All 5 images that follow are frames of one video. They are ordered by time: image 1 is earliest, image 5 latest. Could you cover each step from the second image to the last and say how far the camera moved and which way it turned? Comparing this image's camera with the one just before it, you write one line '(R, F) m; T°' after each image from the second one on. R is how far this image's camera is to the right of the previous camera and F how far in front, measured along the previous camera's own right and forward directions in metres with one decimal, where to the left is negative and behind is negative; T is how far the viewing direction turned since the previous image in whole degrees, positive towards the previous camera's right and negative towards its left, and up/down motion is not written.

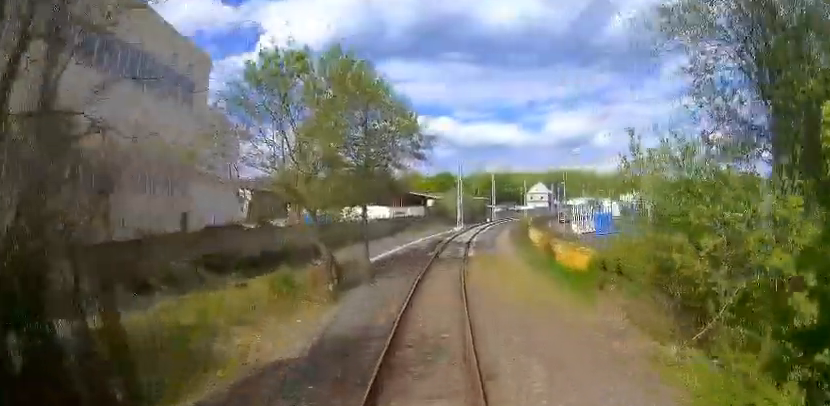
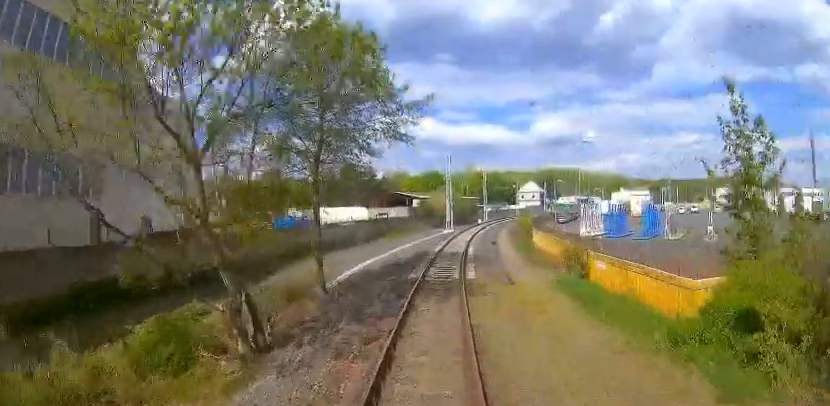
(+0.2, +7.6) m; +2°
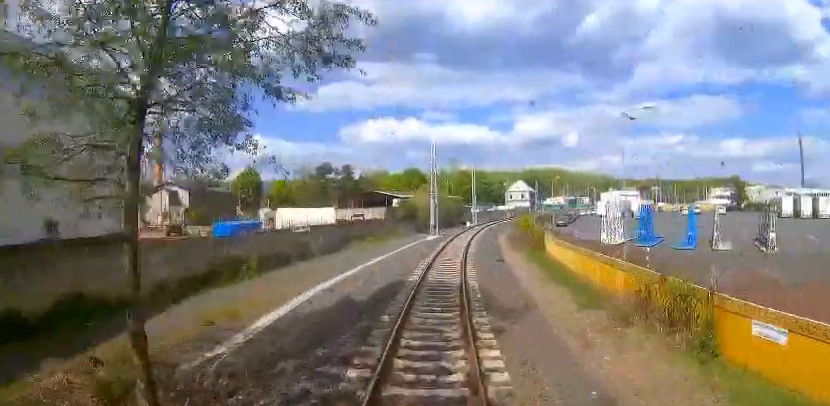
(+0.3, +10.2) m; +2°
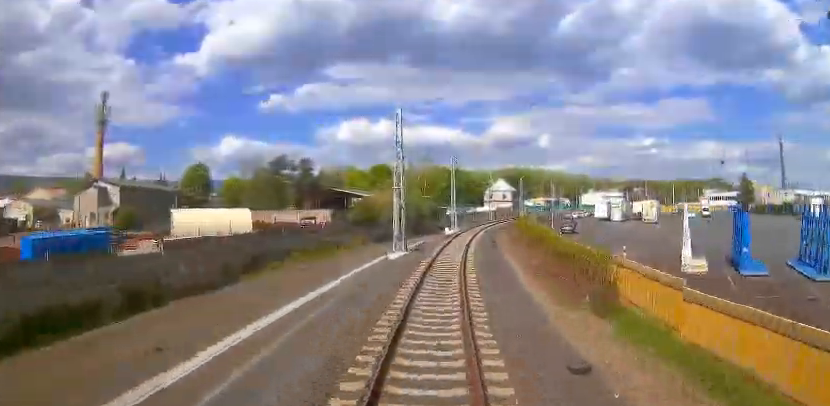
(+0.2, +16.3) m; +3°
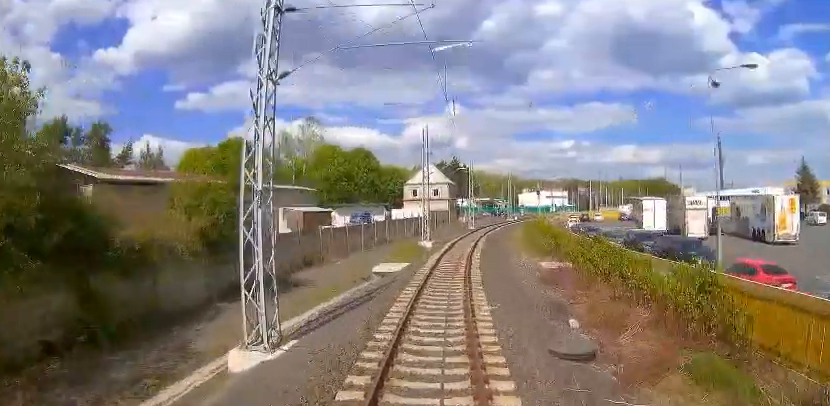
(+5.7, +49.1) m; +14°
